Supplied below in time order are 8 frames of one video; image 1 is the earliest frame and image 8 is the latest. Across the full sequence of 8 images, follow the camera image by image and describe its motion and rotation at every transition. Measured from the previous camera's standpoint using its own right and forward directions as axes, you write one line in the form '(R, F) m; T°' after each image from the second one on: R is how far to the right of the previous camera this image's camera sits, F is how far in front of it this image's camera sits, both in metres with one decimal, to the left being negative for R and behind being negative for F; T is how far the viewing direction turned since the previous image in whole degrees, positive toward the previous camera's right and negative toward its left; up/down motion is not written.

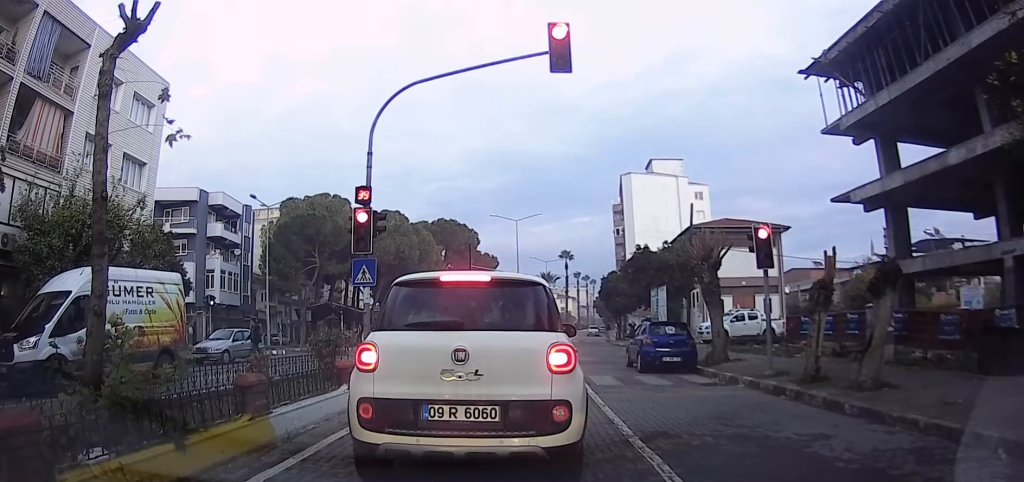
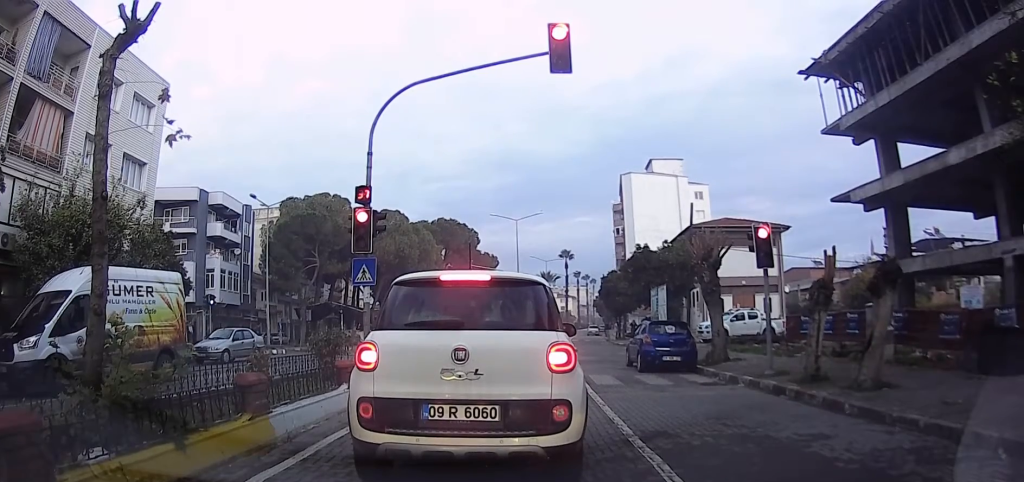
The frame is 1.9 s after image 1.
(0.0, 0.0) m; 0°
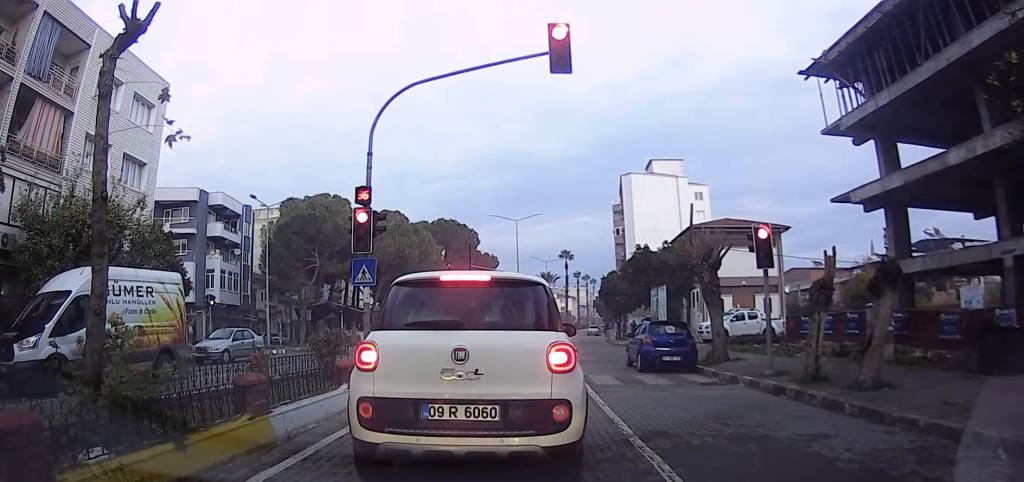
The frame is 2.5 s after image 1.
(0.0, 0.0) m; 0°
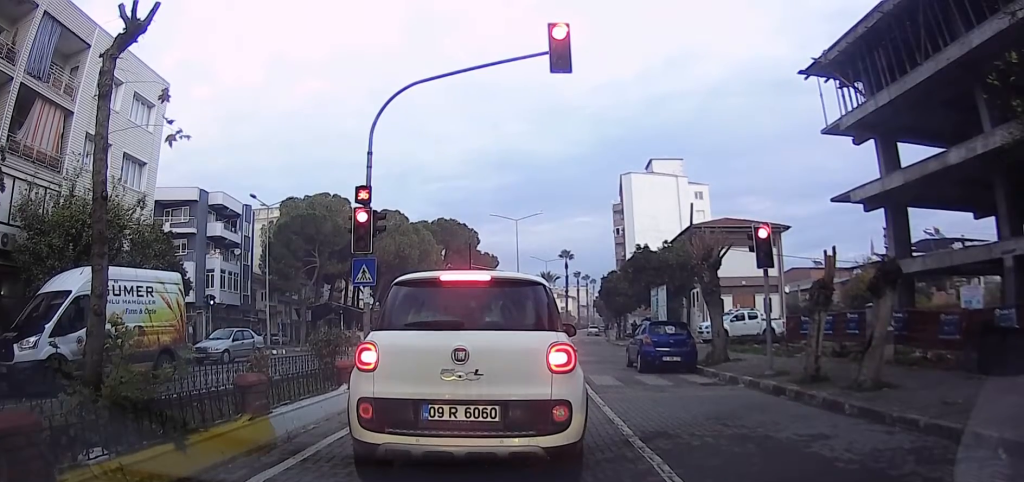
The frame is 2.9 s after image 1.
(0.0, 0.0) m; 0°
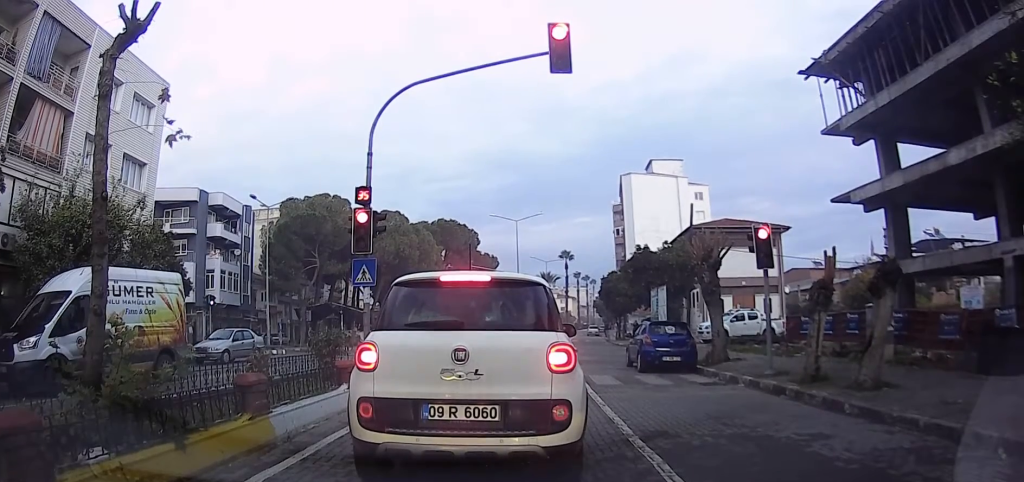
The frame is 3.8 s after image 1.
(0.0, 0.0) m; 0°
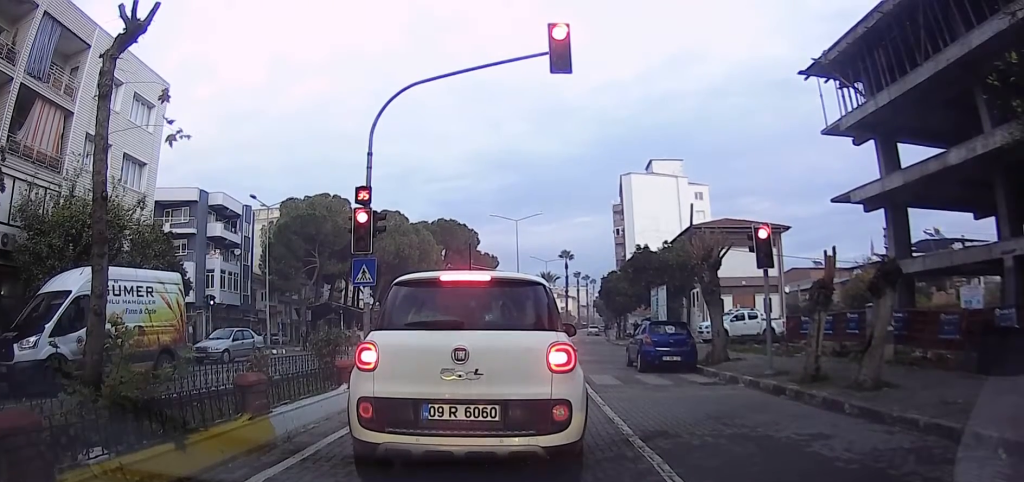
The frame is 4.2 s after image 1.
(0.0, 0.0) m; 0°
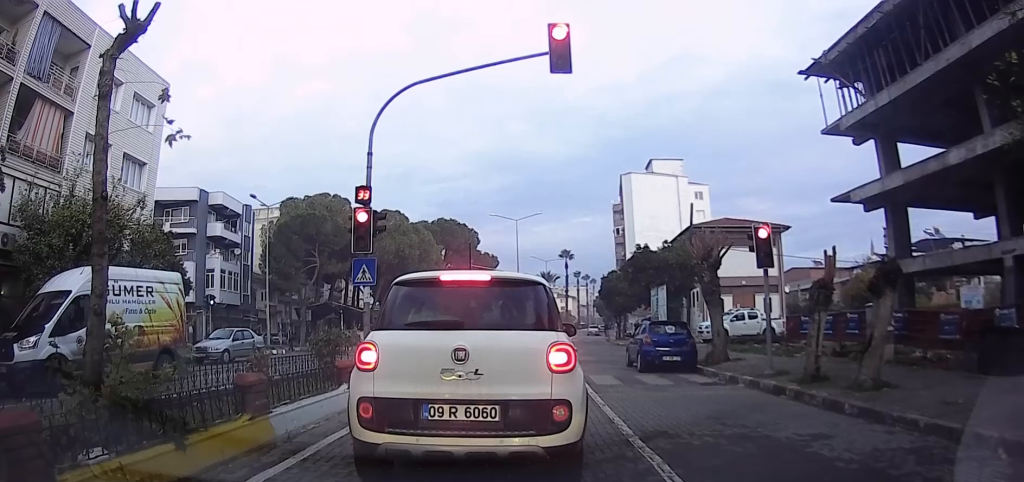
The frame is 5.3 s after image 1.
(0.0, 0.0) m; 0°
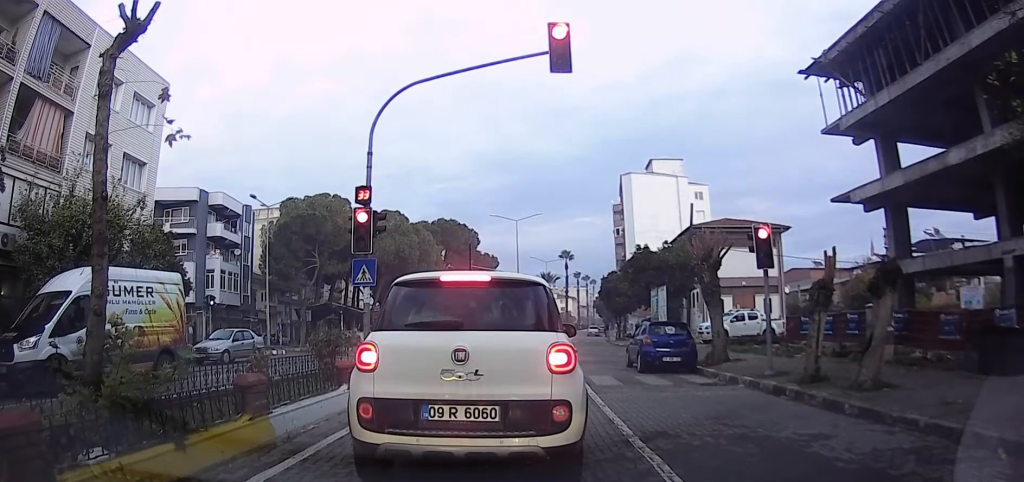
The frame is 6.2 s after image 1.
(0.0, 0.0) m; 0°
